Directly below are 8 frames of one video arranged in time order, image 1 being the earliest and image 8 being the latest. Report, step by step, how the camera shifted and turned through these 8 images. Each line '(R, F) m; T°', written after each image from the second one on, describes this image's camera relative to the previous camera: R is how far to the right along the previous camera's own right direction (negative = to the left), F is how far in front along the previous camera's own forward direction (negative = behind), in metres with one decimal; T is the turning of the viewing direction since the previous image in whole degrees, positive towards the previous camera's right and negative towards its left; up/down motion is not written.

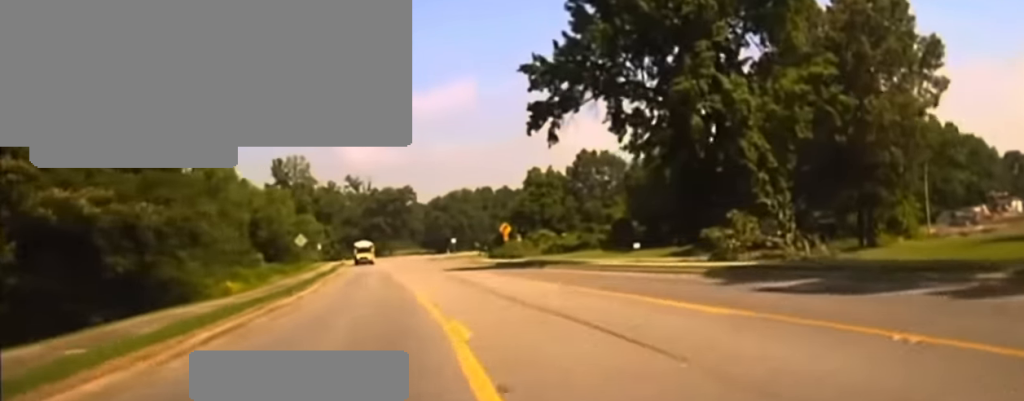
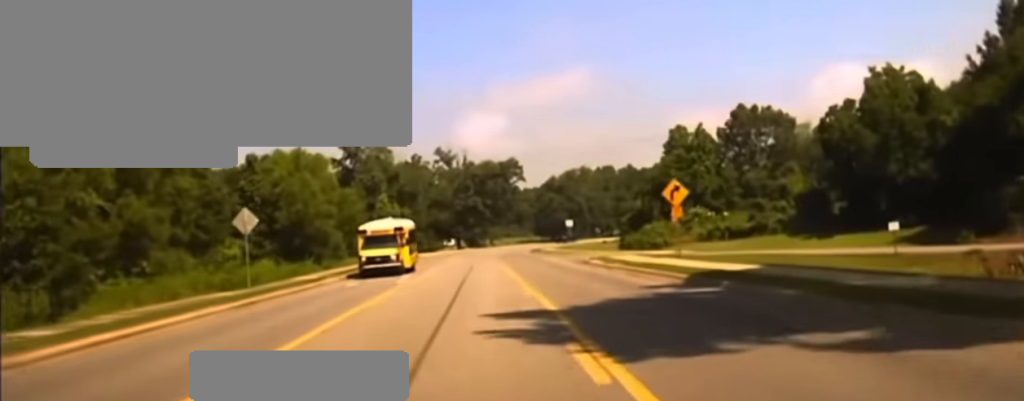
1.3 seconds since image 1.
(-1.7, +35.2) m; -3°
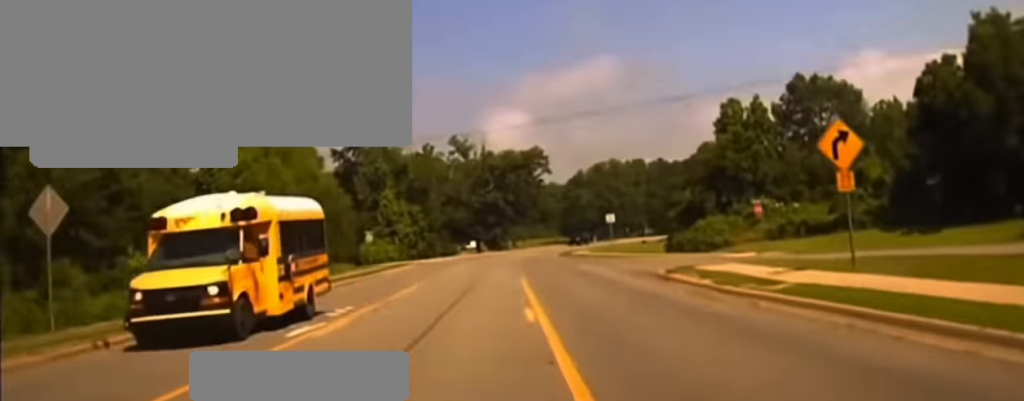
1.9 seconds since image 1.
(0.0, +15.1) m; 0°
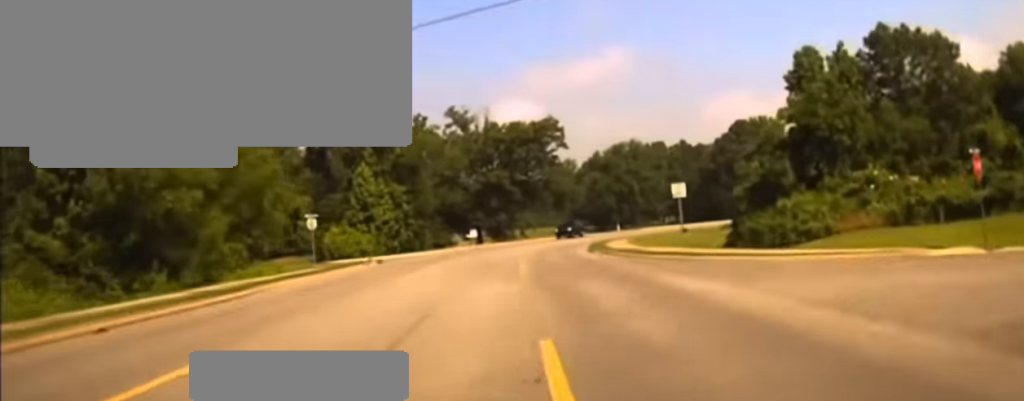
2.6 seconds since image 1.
(-0.1, +22.6) m; 0°
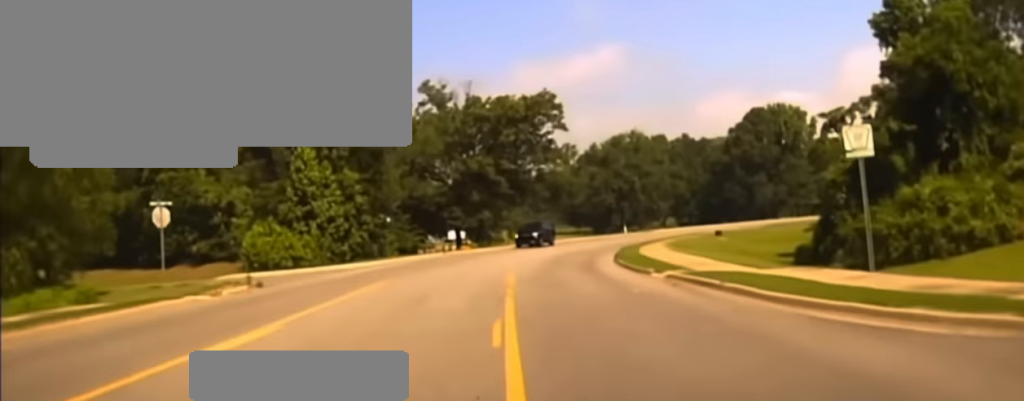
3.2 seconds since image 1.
(+0.1, +22.1) m; +2°
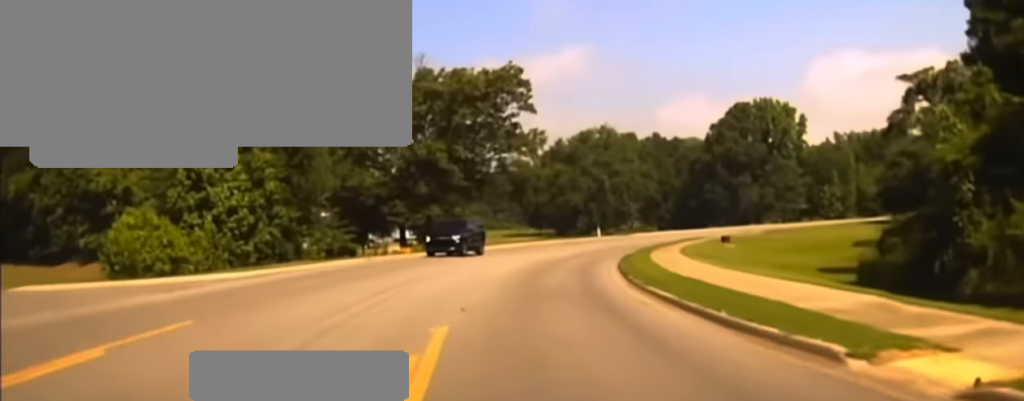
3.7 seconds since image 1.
(-0.3, +17.4) m; +2°
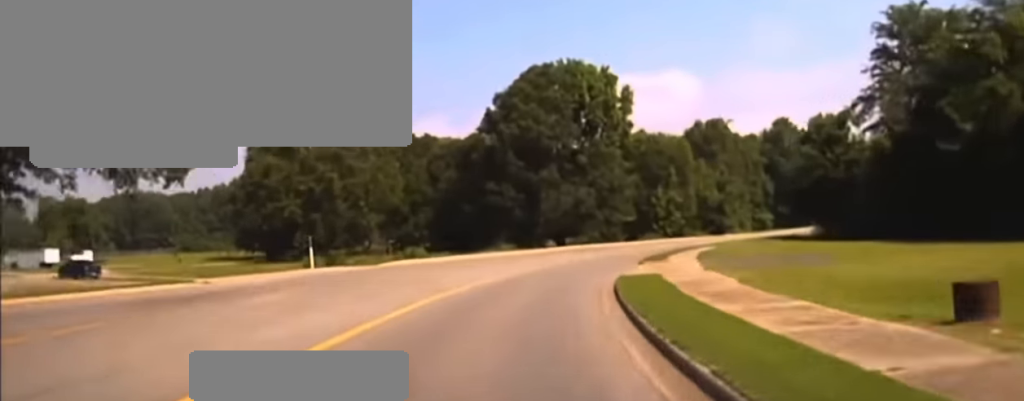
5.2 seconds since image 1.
(+5.5, +57.5) m; +14°
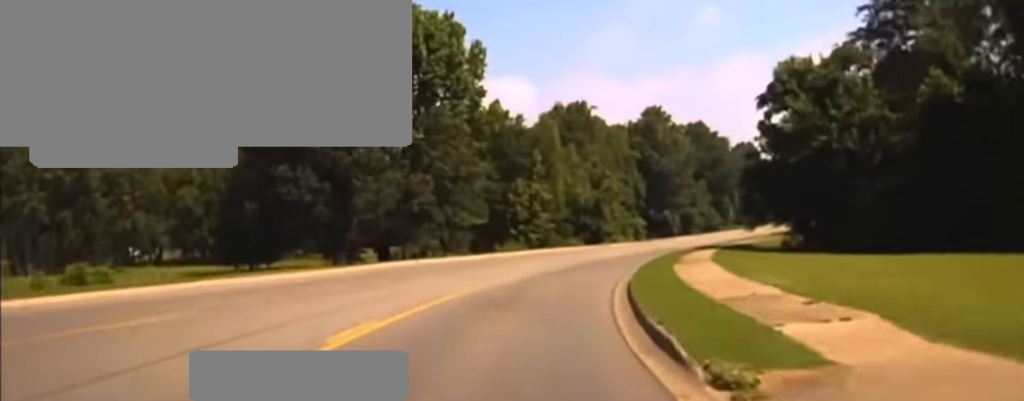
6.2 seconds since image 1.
(+2.6, +28.1) m; +12°
